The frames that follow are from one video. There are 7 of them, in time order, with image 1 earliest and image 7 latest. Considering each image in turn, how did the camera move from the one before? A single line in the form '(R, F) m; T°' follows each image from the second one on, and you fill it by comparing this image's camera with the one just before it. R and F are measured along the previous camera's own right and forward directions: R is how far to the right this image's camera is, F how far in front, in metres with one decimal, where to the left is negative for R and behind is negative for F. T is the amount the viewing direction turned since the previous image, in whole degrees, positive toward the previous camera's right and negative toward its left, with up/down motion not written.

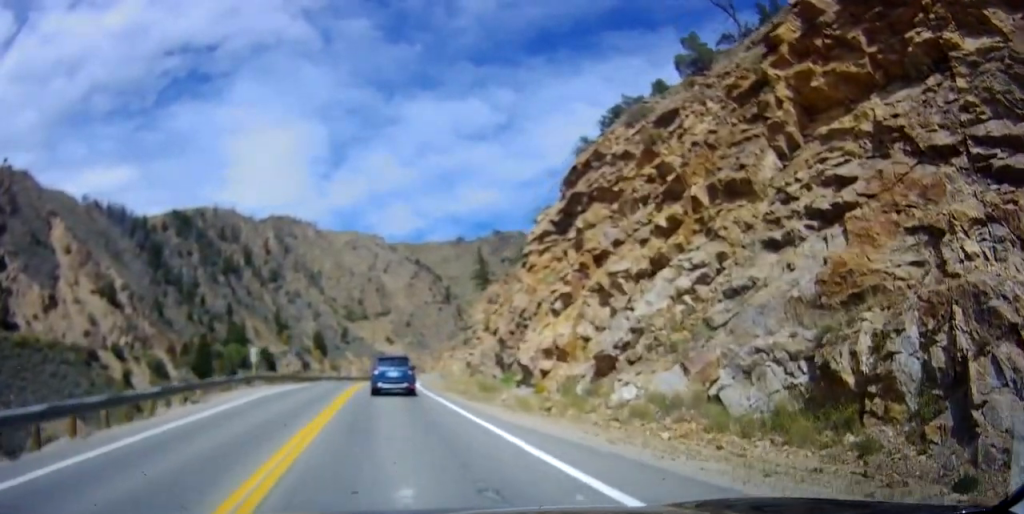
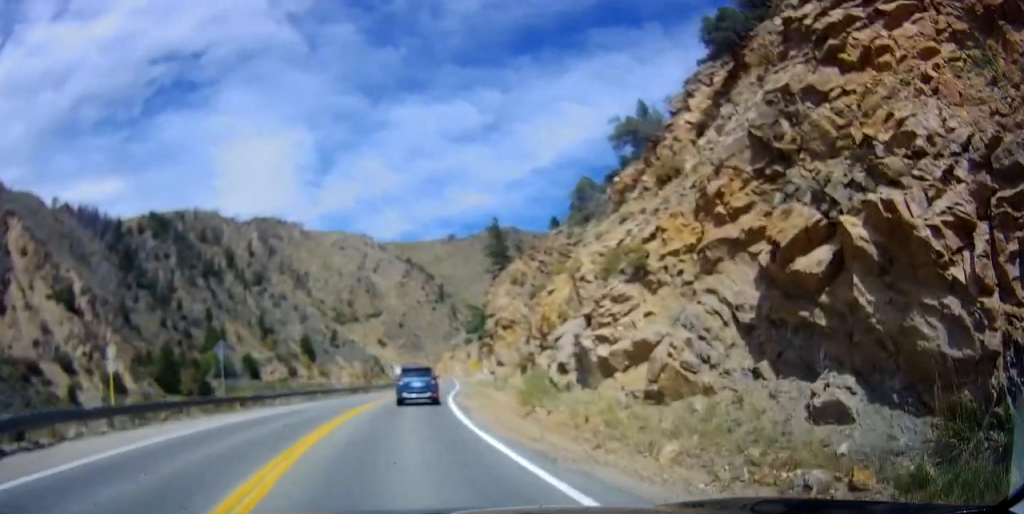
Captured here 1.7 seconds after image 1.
(+0.1, +25.5) m; +1°
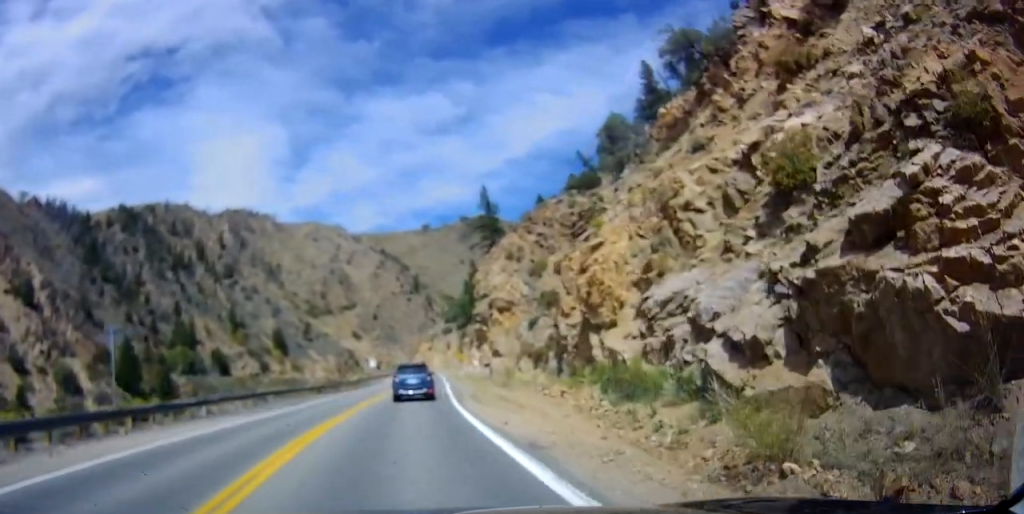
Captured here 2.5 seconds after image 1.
(+0.2, +11.9) m; +1°
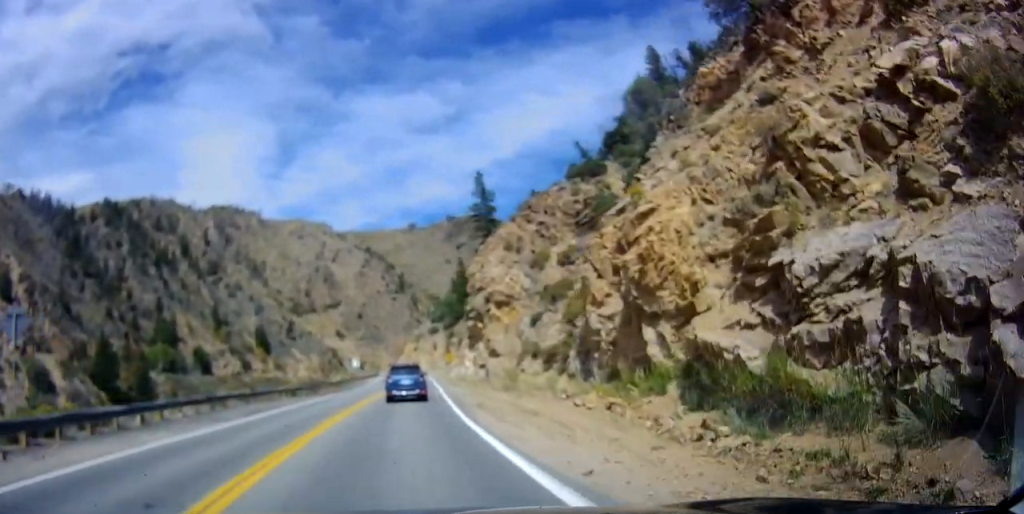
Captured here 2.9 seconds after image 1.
(0.0, +6.5) m; 0°
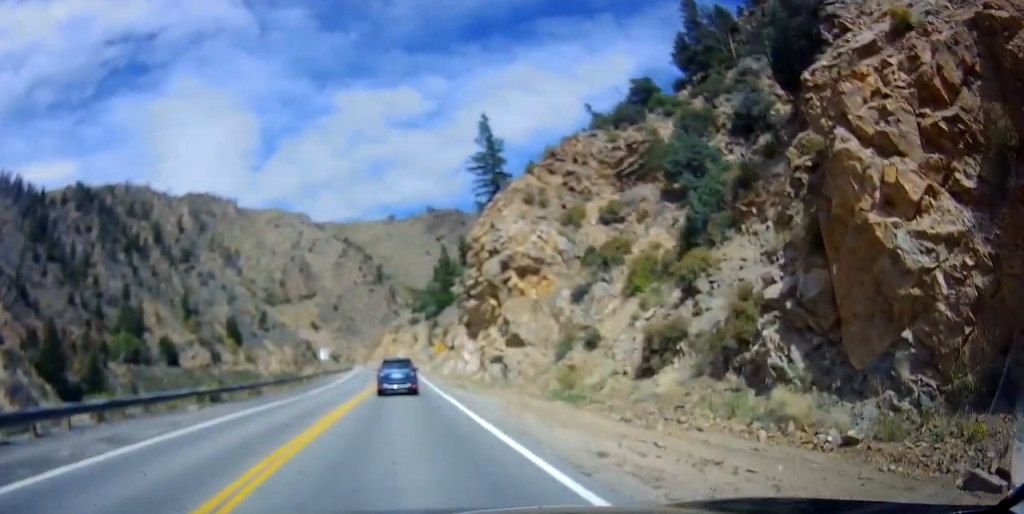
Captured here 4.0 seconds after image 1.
(0.0, +16.3) m; +1°
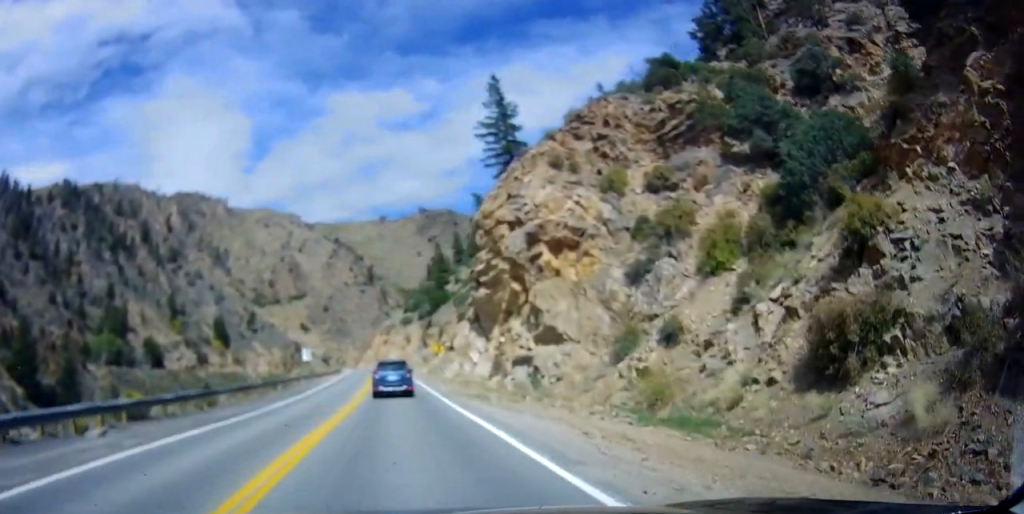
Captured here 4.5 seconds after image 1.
(-0.1, +8.9) m; +1°
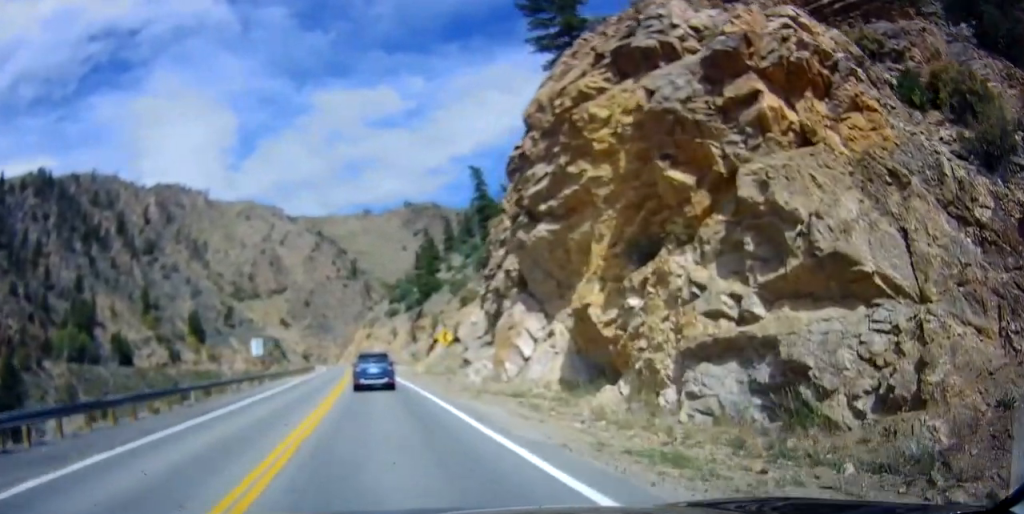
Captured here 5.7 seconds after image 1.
(+0.7, +19.1) m; +2°
